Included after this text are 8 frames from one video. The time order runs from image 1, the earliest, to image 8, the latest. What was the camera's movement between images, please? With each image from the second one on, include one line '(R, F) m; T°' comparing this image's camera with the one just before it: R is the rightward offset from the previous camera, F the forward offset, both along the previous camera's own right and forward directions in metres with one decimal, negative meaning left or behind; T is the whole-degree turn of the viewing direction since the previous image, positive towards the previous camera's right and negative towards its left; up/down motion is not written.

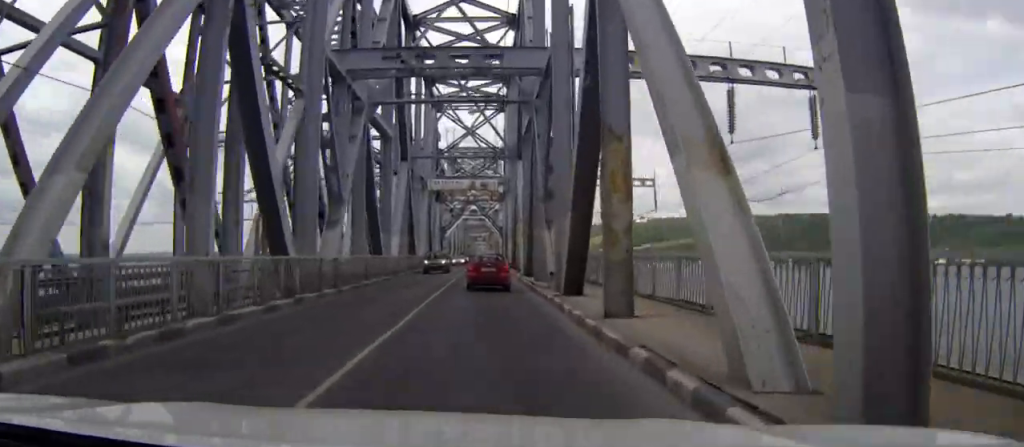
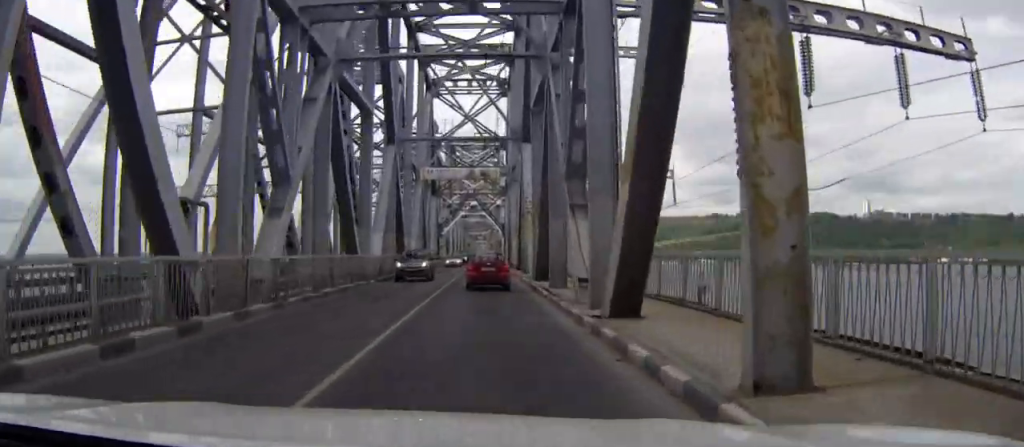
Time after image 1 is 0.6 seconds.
(0.0, +8.2) m; -1°
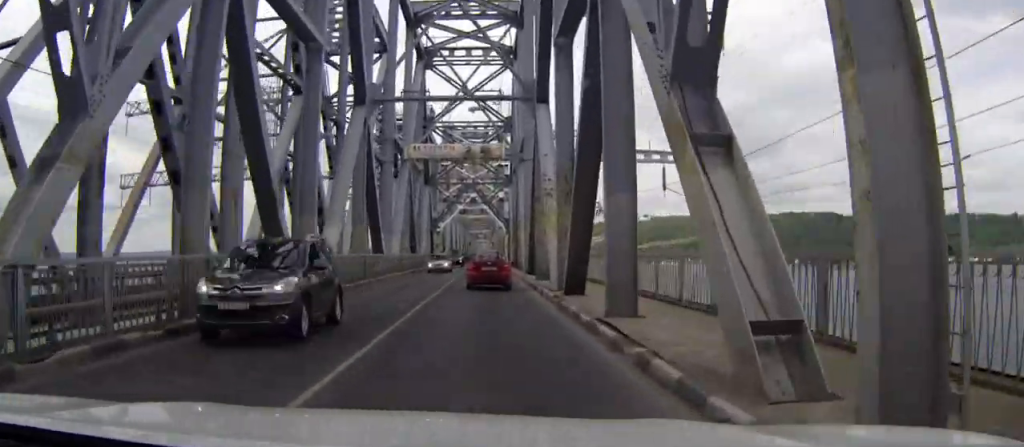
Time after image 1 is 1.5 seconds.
(-0.1, +12.3) m; 0°
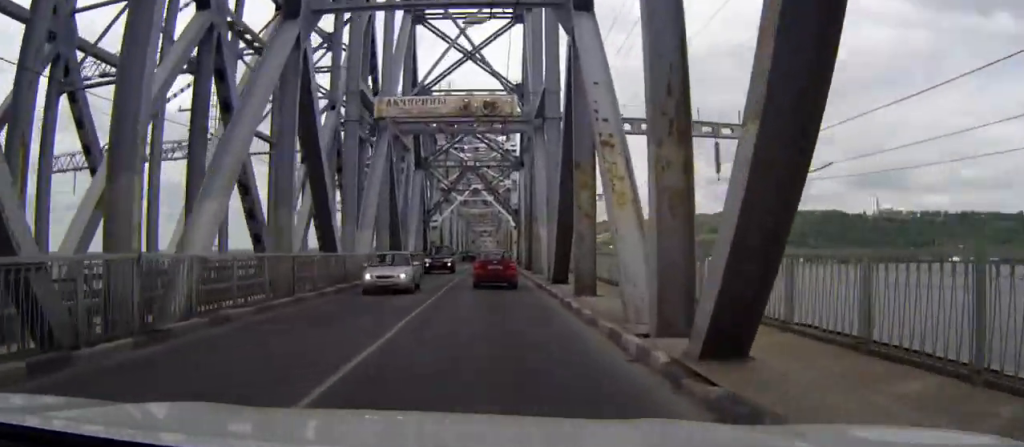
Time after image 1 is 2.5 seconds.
(+0.1, +14.1) m; +1°
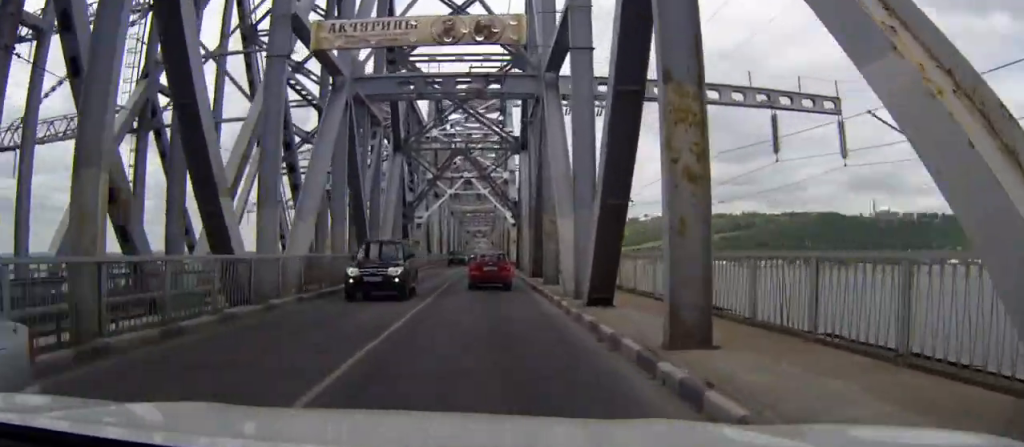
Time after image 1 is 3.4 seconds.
(+0.2, +11.6) m; 0°
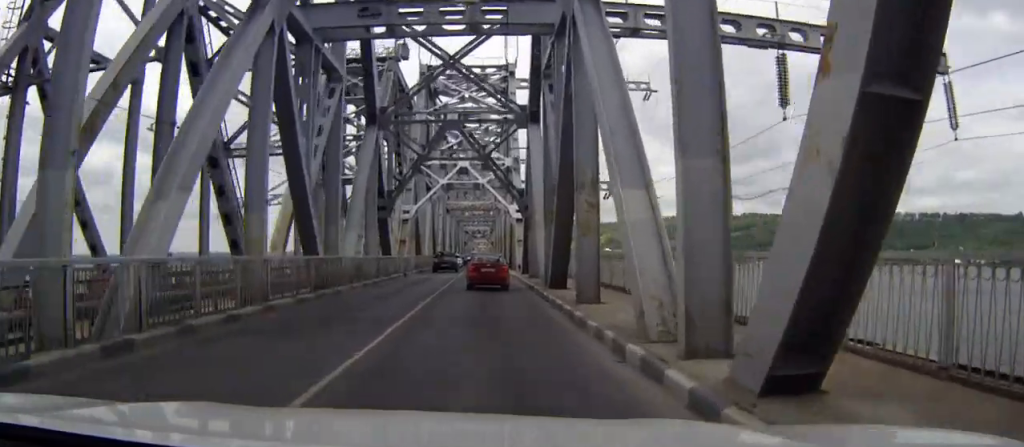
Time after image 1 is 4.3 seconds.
(-0.1, +11.4) m; -1°
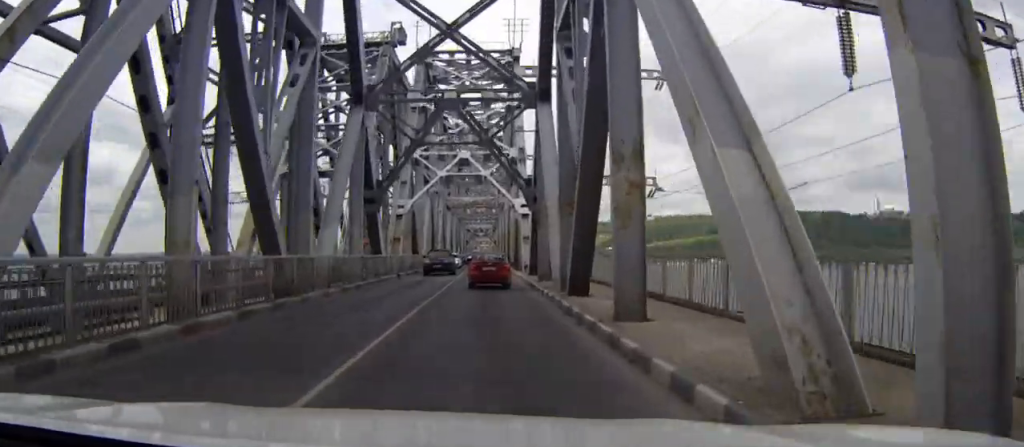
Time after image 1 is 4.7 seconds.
(0.0, +5.3) m; 0°
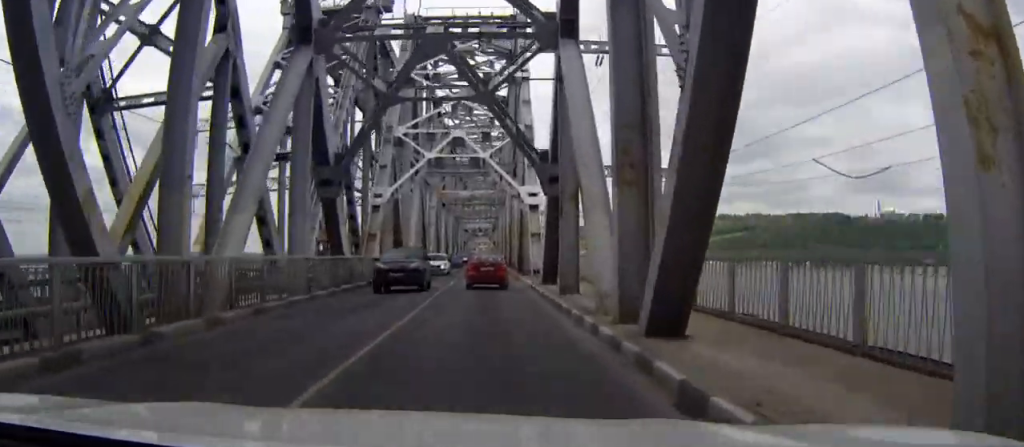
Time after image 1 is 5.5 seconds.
(0.0, +10.5) m; 0°
